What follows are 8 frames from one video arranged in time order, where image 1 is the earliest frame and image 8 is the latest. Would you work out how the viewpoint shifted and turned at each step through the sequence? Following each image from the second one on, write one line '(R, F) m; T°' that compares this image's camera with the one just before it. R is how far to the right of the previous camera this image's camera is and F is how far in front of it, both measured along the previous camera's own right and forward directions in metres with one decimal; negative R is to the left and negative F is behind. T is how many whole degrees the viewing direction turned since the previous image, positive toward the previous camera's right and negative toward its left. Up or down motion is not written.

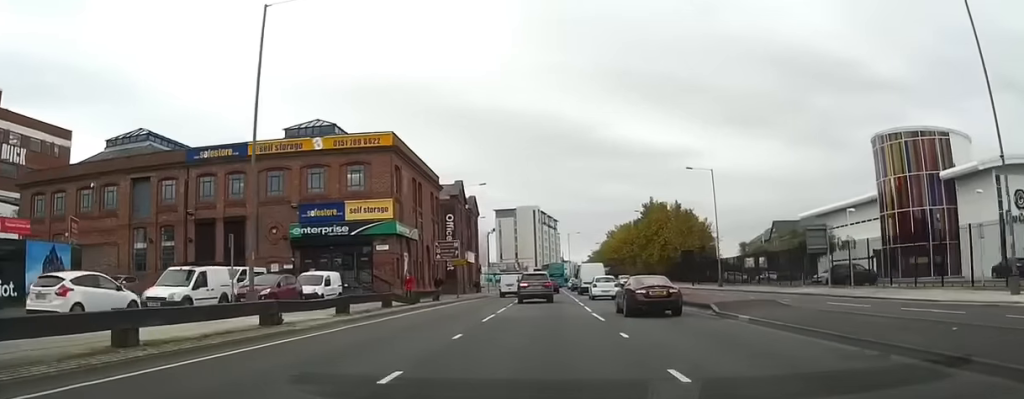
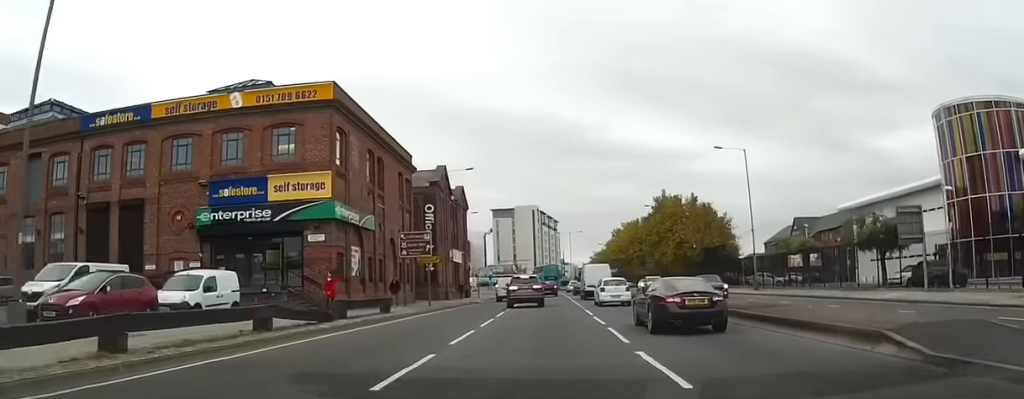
(+0.1, +12.0) m; 0°
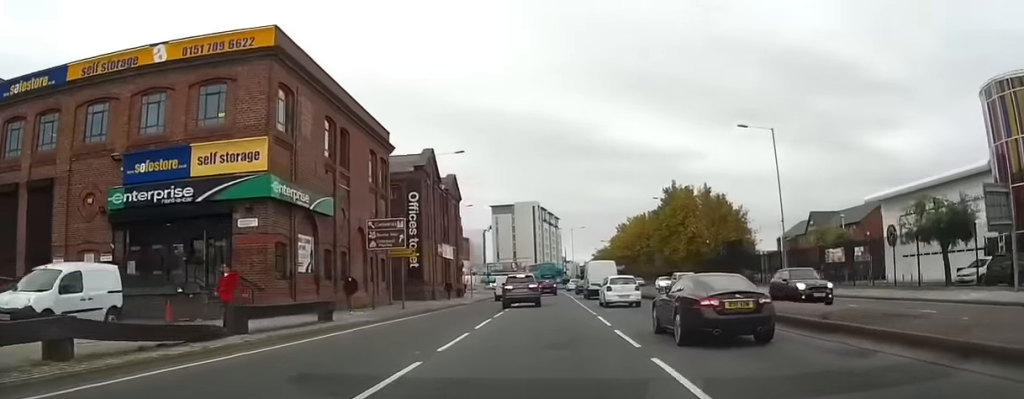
(0.0, +7.3) m; 0°
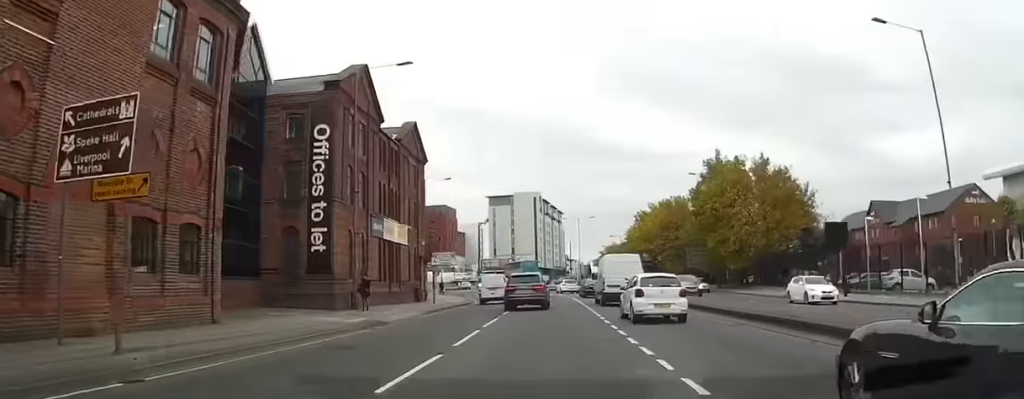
(-0.1, +22.3) m; 0°
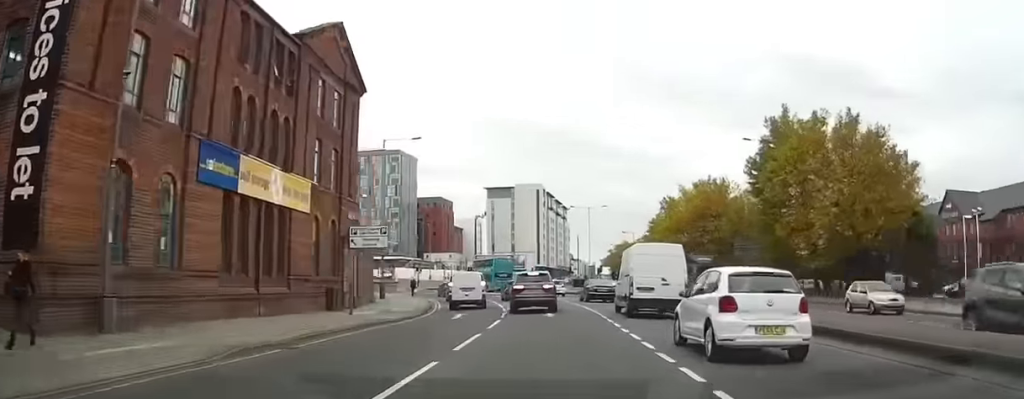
(-0.1, +19.3) m; -1°
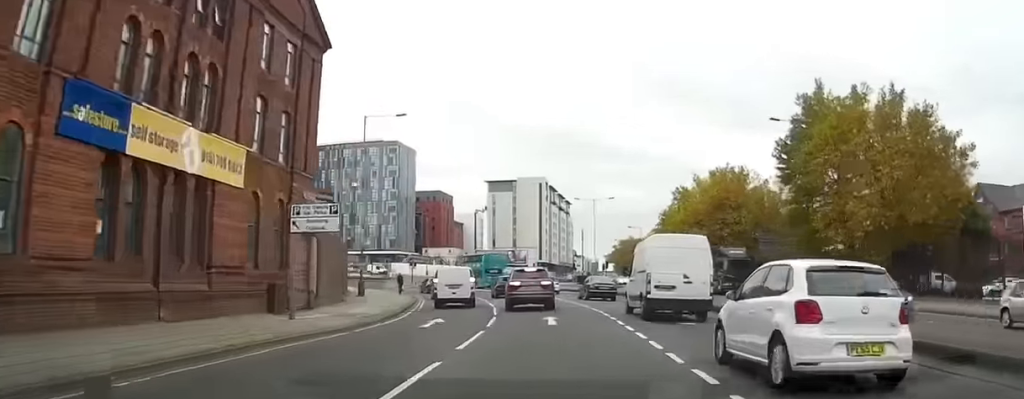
(0.0, +6.3) m; 0°
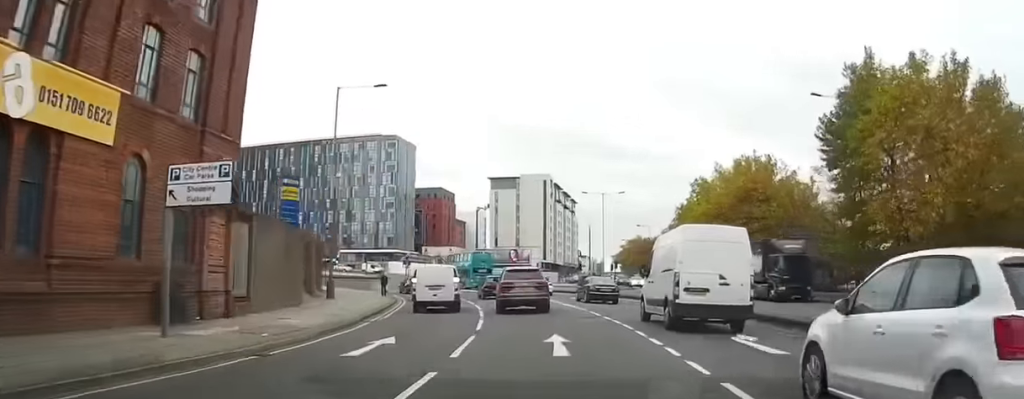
(0.0, +6.9) m; -1°
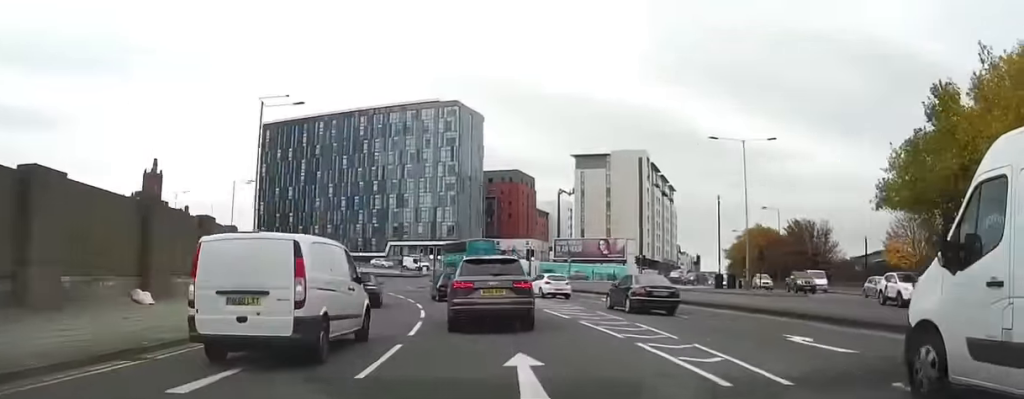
(-1.9, +31.2) m; -9°
